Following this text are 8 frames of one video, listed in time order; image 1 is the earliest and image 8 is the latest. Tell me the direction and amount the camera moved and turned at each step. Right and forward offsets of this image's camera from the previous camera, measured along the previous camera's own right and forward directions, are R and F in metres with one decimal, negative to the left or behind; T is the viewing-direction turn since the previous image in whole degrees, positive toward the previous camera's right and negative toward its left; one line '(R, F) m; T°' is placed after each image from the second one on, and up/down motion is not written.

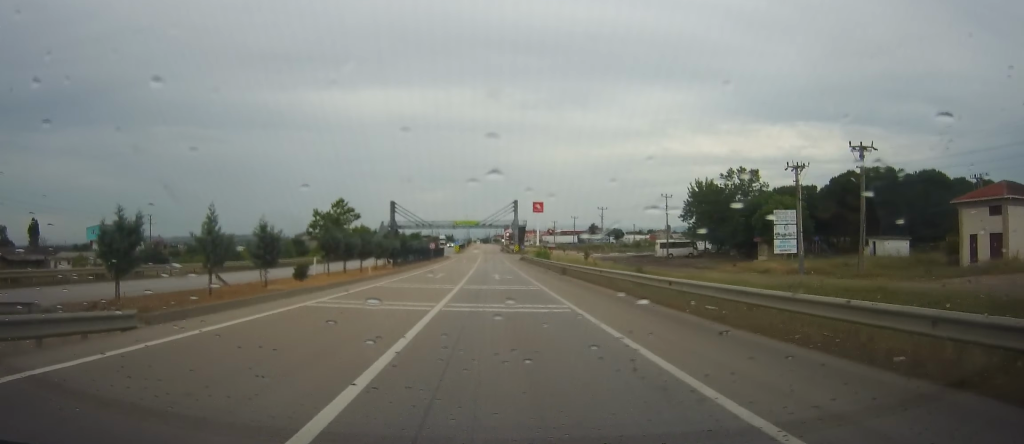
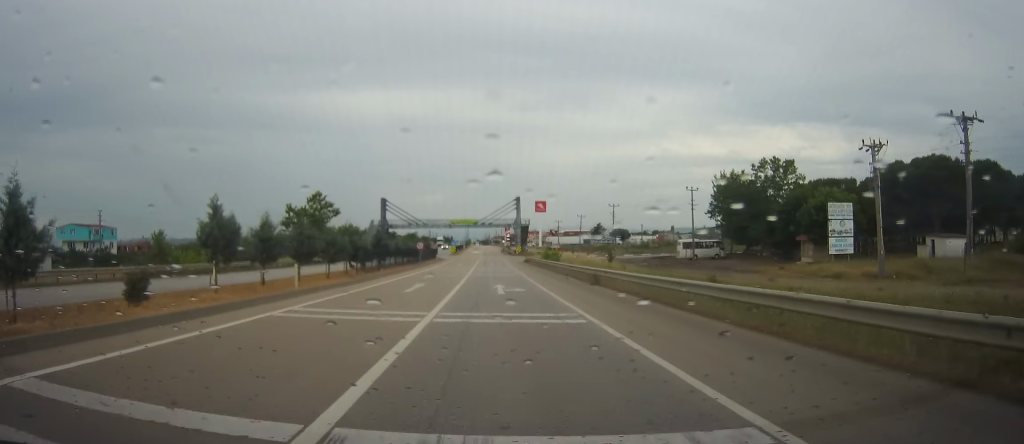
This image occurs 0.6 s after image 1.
(-0.1, +13.4) m; 0°
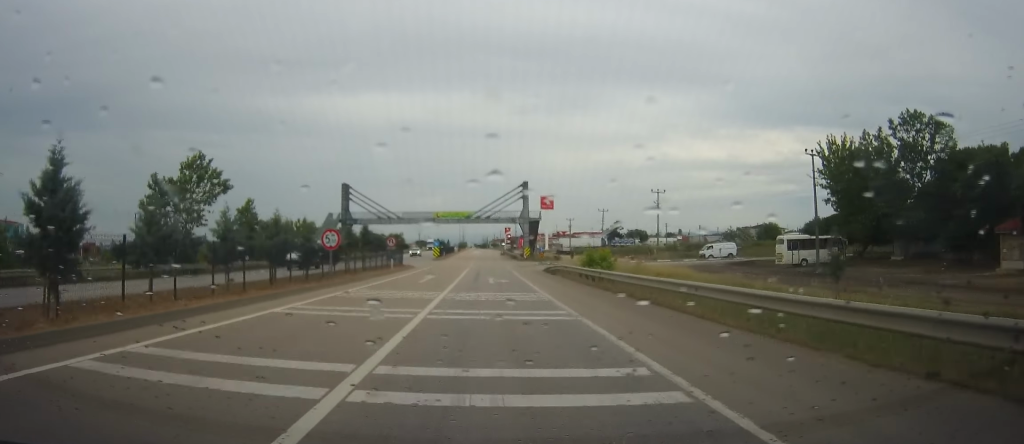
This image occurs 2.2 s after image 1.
(+0.2, +37.3) m; +1°
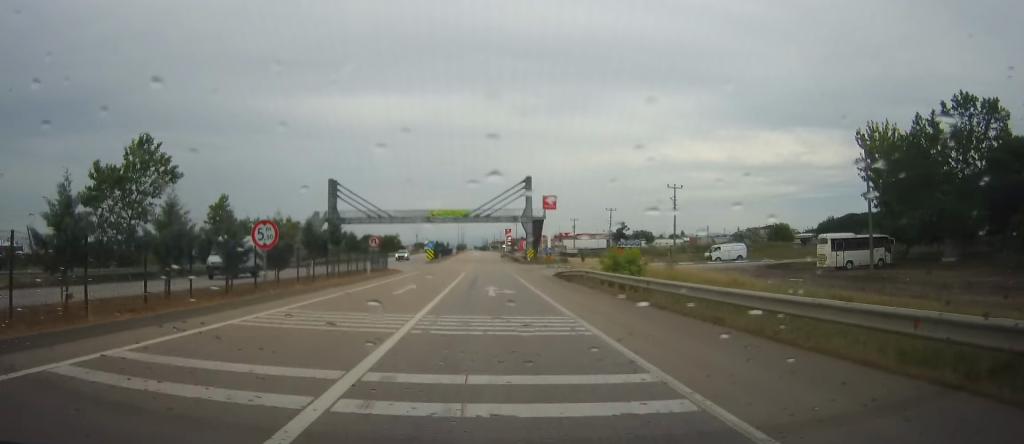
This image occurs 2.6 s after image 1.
(0.0, +9.3) m; 0°
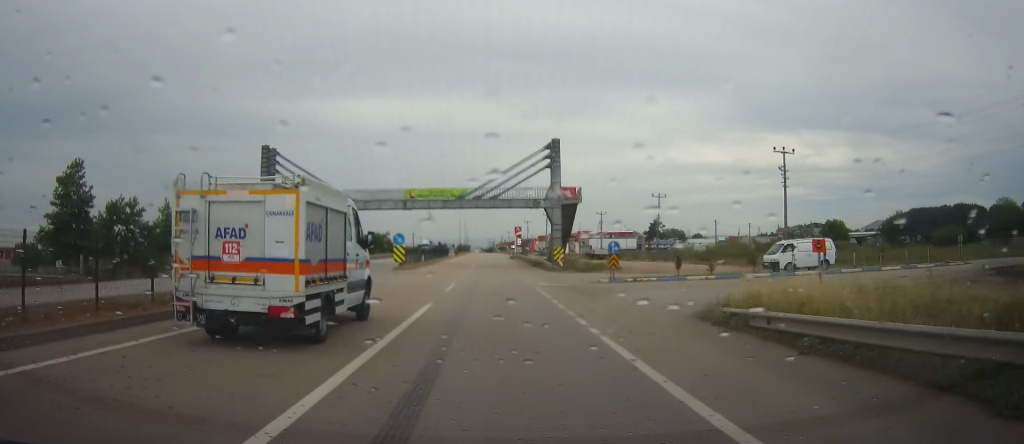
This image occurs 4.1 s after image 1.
(-0.2, +32.2) m; 0°
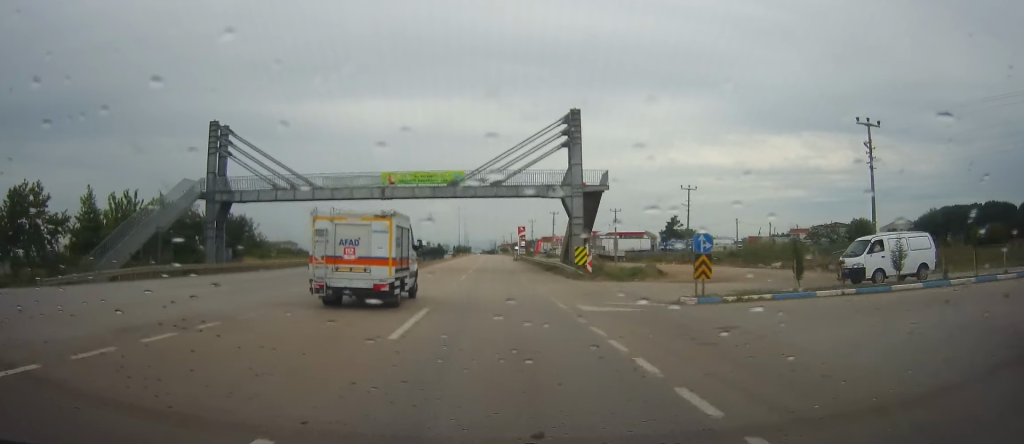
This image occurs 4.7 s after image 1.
(+0.2, +14.5) m; 0°
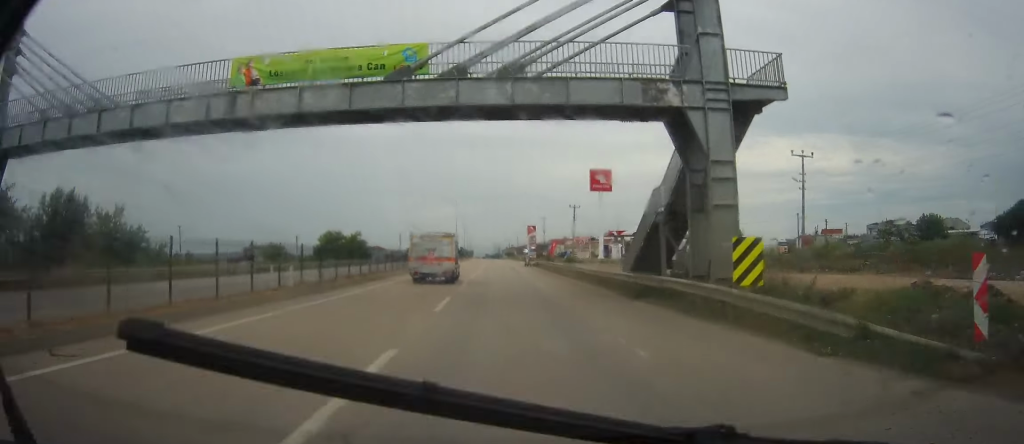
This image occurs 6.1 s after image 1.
(-0.5, +30.8) m; -1°
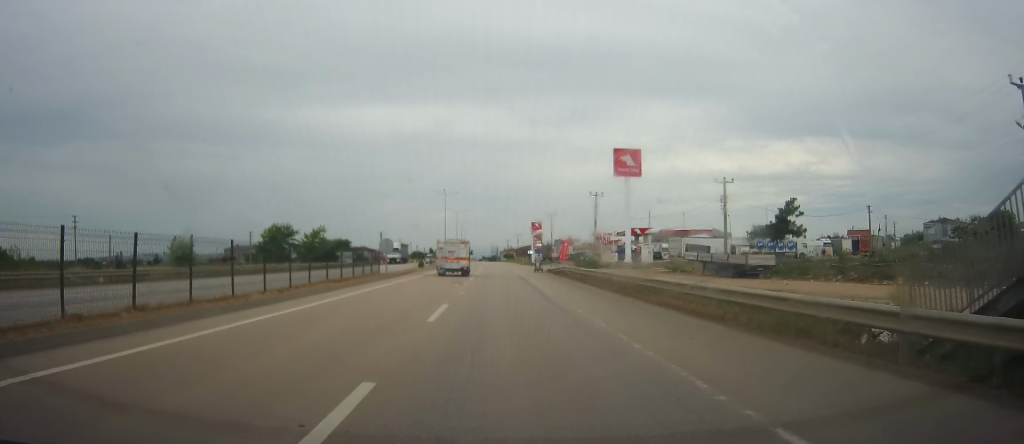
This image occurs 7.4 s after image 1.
(+0.4, +27.4) m; +1°
